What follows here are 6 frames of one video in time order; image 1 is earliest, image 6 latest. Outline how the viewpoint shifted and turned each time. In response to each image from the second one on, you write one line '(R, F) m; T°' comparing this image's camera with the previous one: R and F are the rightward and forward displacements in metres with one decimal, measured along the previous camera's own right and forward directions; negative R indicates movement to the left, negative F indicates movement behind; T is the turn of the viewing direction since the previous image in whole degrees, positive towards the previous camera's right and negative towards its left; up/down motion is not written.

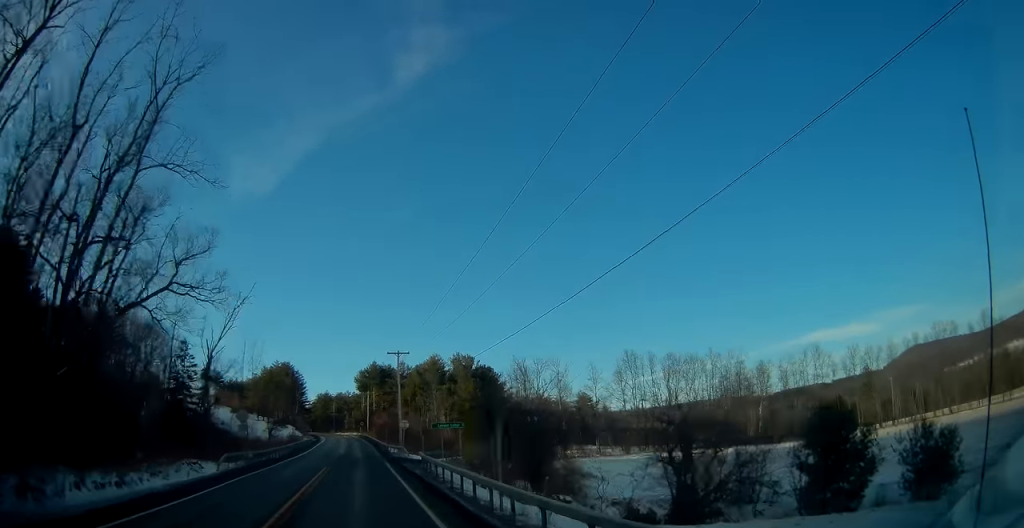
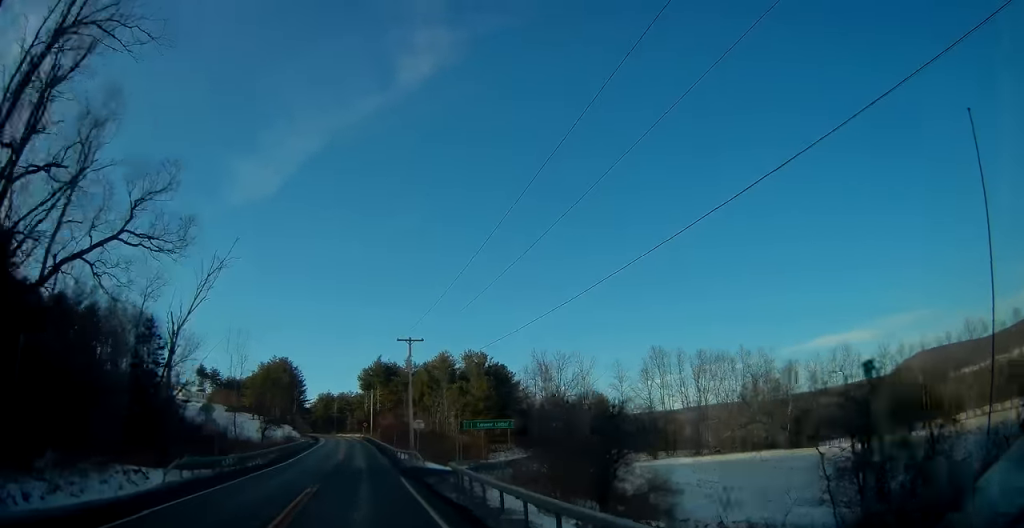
(+0.1, +9.8) m; 0°
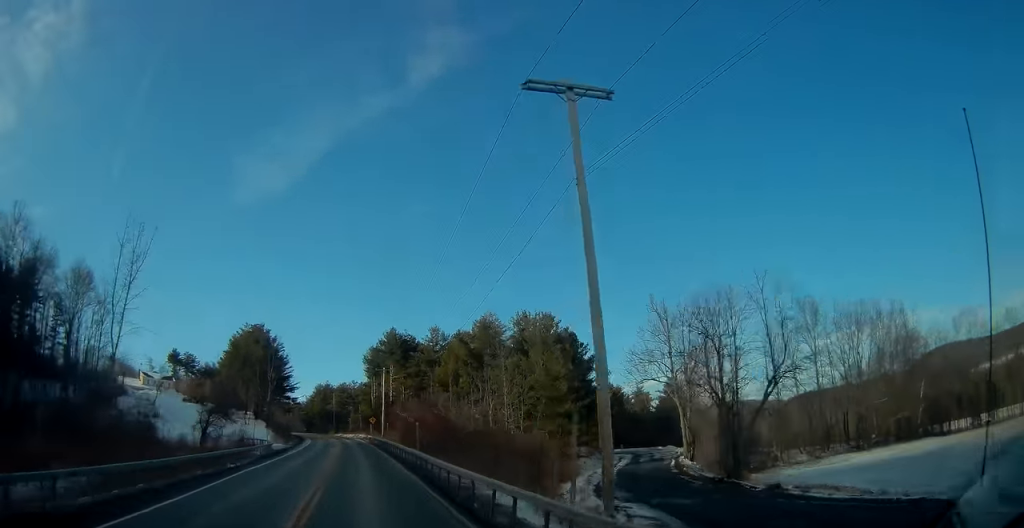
(+0.5, +39.2) m; 0°
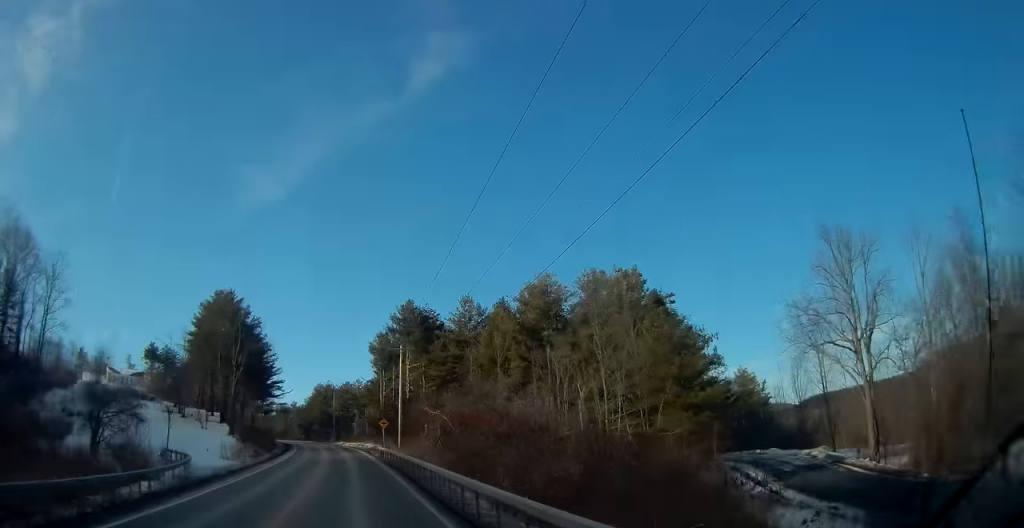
(-0.6, +25.5) m; -3°
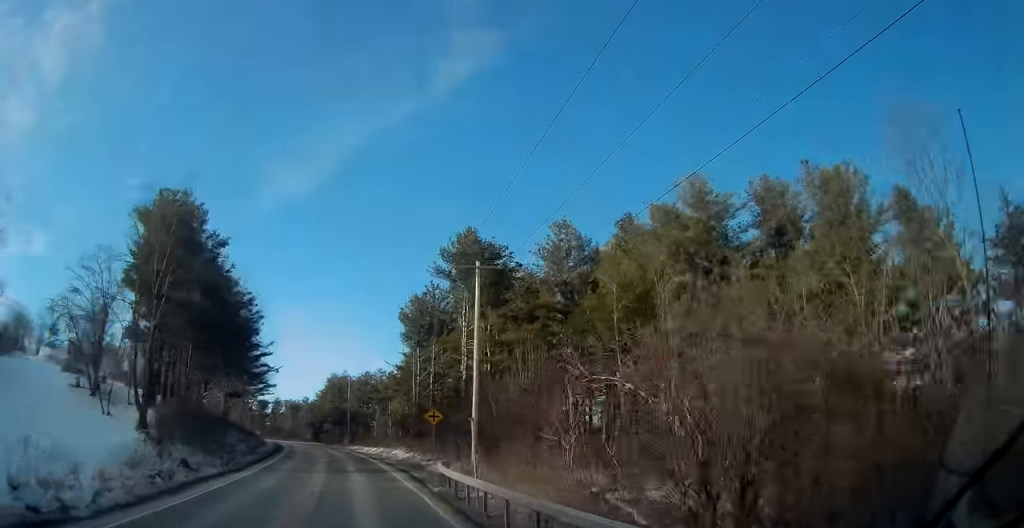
(-0.5, +27.2) m; -1°
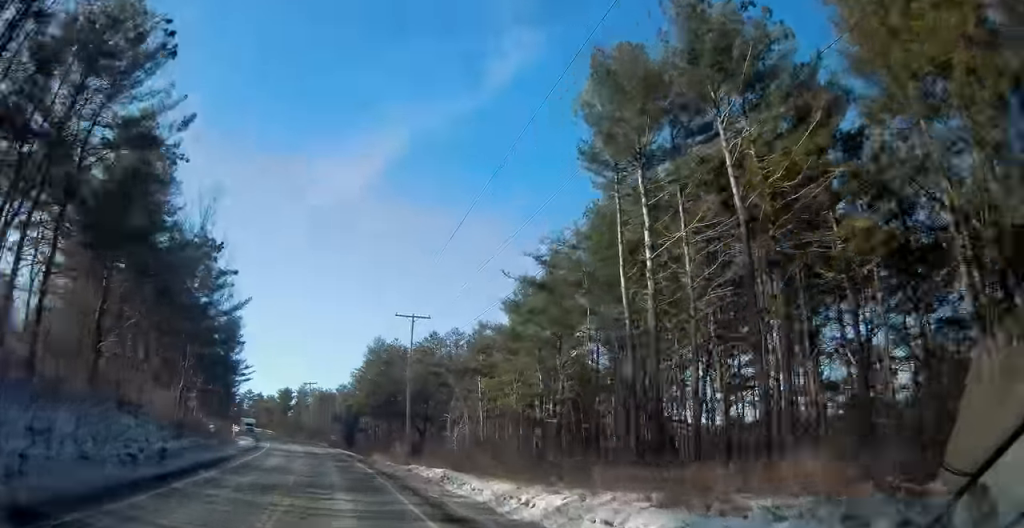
(-1.9, +48.7) m; -5°
